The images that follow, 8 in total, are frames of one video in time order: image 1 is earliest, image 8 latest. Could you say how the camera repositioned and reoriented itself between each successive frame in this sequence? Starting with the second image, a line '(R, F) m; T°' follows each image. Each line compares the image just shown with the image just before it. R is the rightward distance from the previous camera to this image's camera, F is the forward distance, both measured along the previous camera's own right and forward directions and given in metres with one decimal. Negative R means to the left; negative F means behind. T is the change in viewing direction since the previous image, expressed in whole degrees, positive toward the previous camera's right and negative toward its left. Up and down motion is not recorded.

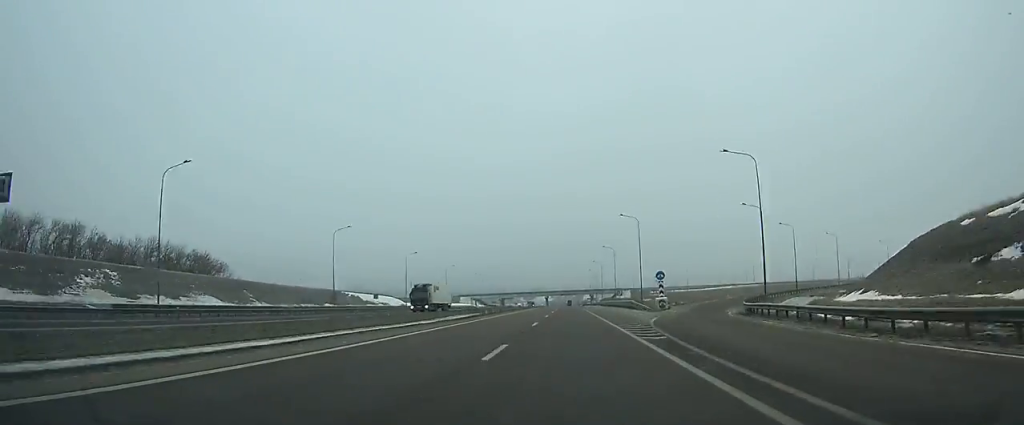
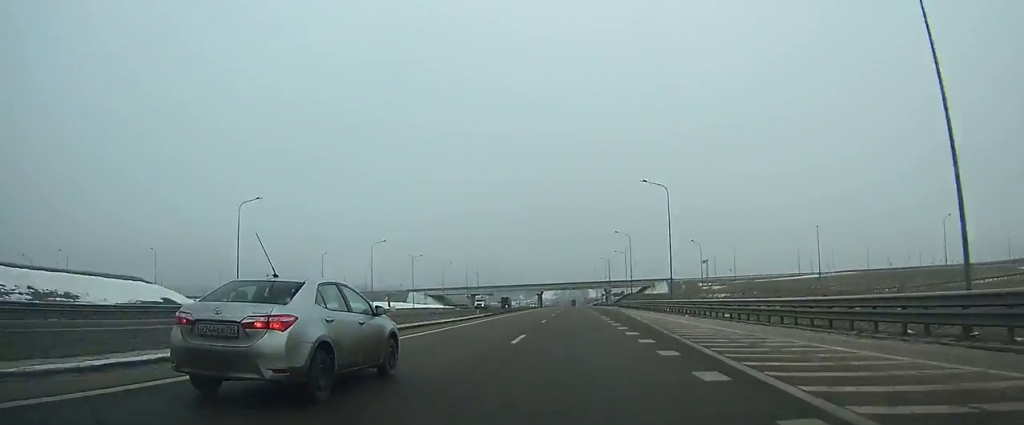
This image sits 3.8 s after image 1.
(-0.2, +106.4) m; 0°
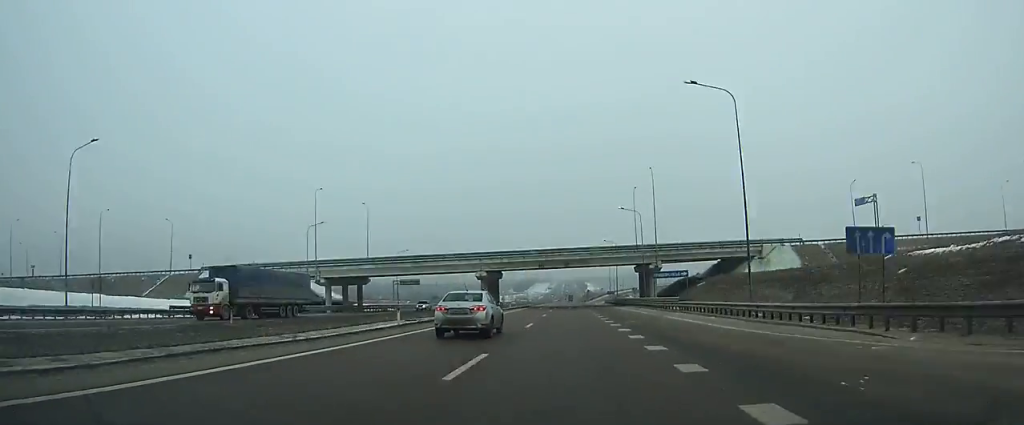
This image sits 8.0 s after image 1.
(+0.2, +118.2) m; 0°
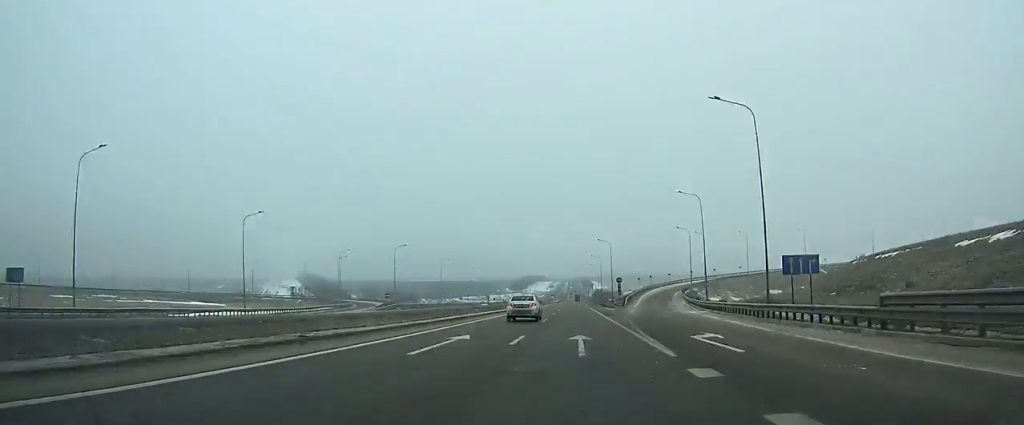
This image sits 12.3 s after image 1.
(-0.4, +120.6) m; 0°
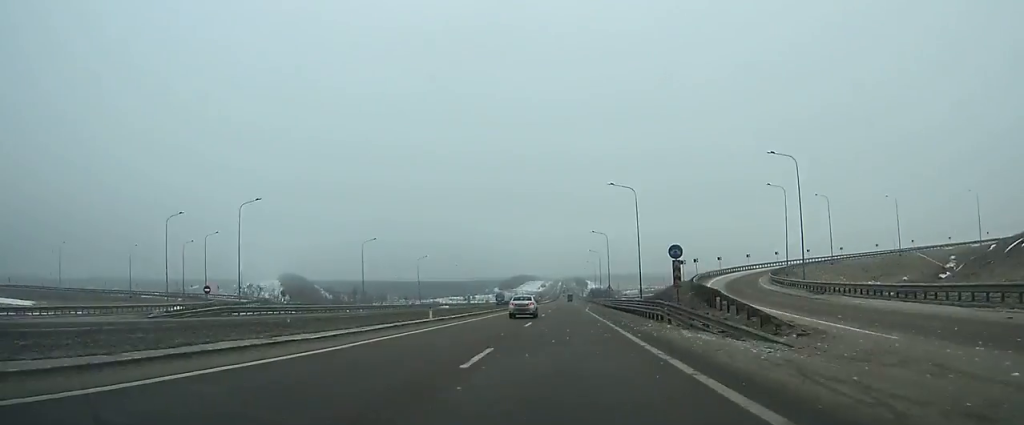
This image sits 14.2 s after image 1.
(+0.1, +53.0) m; 0°
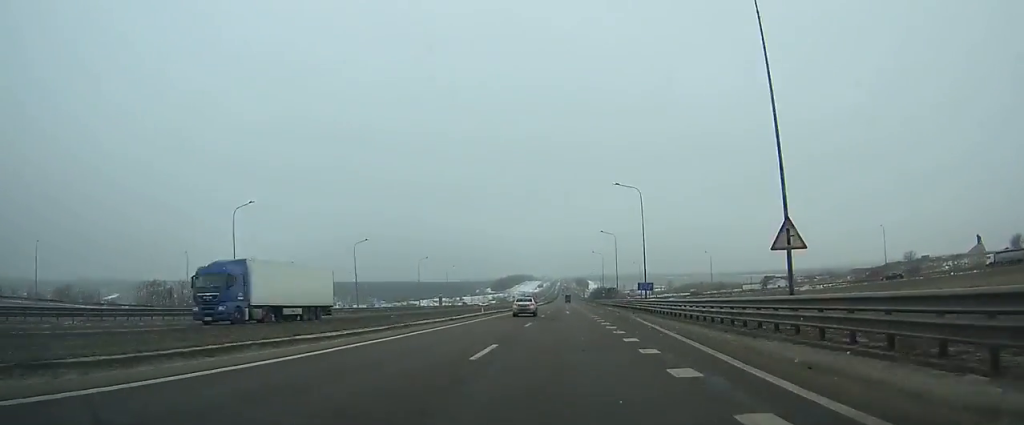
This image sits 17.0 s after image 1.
(+0.2, +77.9) m; 0°
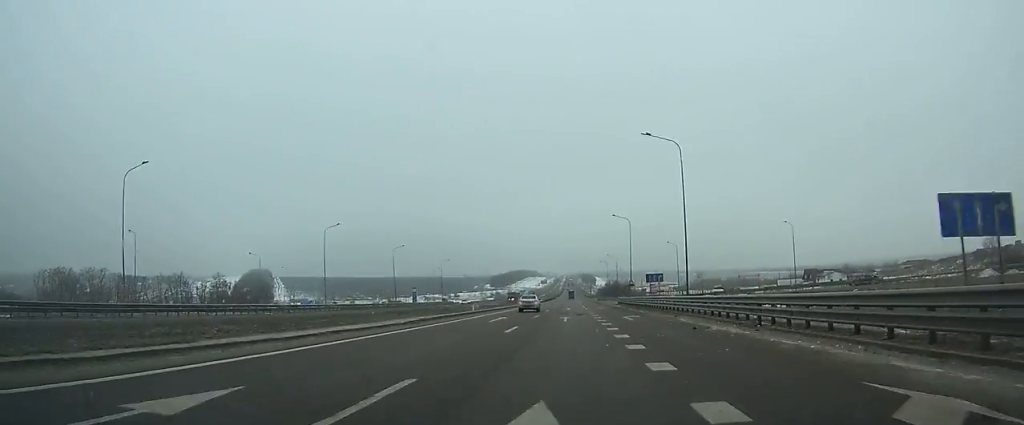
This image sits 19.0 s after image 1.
(+0.1, +55.7) m; 0°
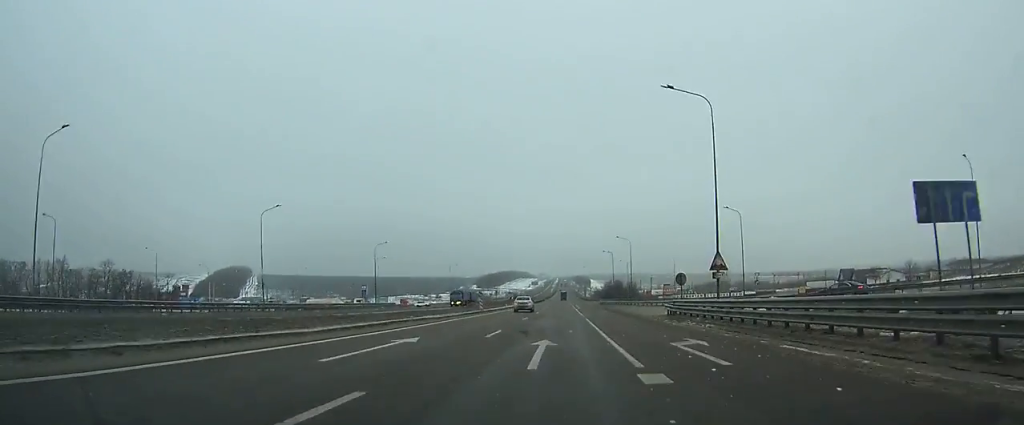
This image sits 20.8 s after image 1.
(-0.2, +50.2) m; 0°
